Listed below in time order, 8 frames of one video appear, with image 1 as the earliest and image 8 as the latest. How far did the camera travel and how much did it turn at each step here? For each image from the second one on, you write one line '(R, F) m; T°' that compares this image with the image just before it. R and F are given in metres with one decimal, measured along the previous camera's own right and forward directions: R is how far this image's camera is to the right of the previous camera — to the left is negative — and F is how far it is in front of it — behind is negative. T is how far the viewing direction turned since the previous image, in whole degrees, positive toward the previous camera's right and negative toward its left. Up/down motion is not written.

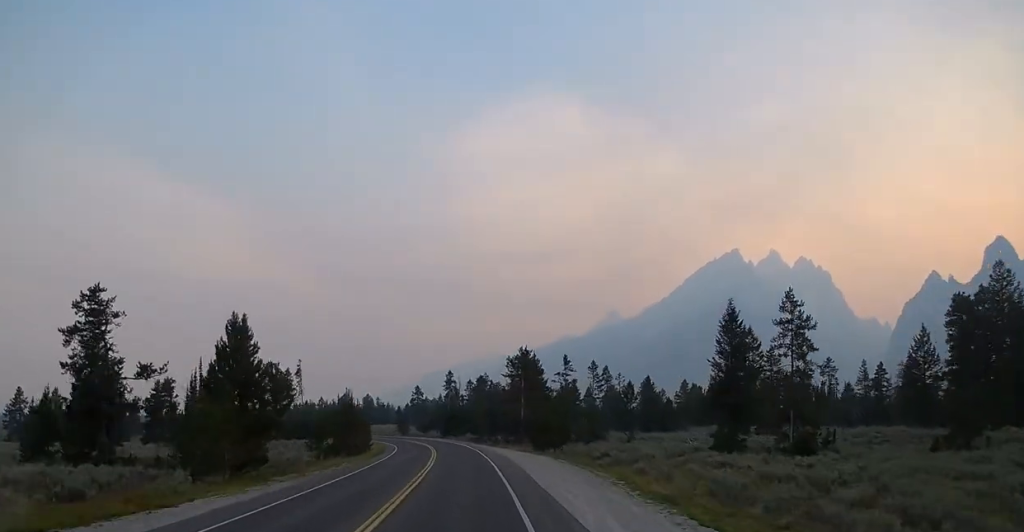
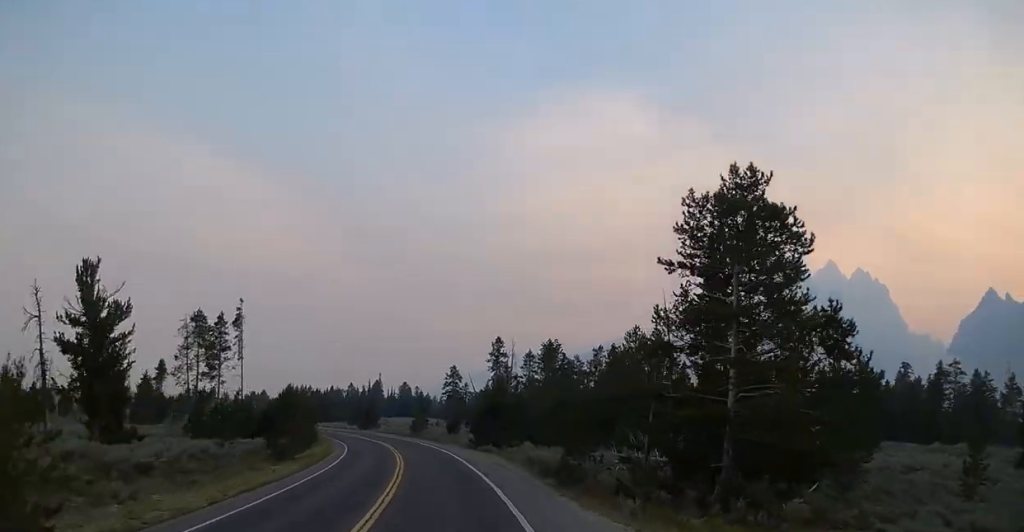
(-1.0, +55.9) m; -3°
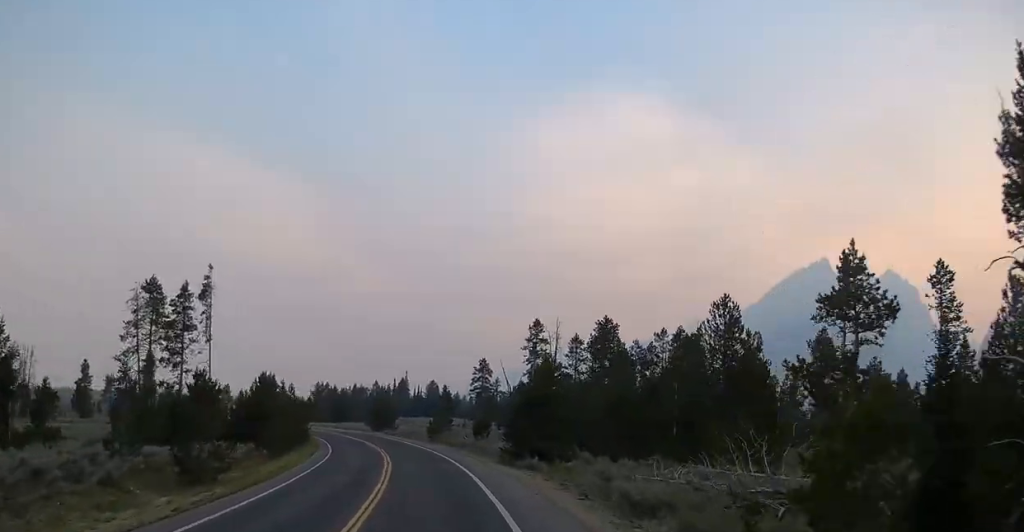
(-0.5, +17.3) m; -3°
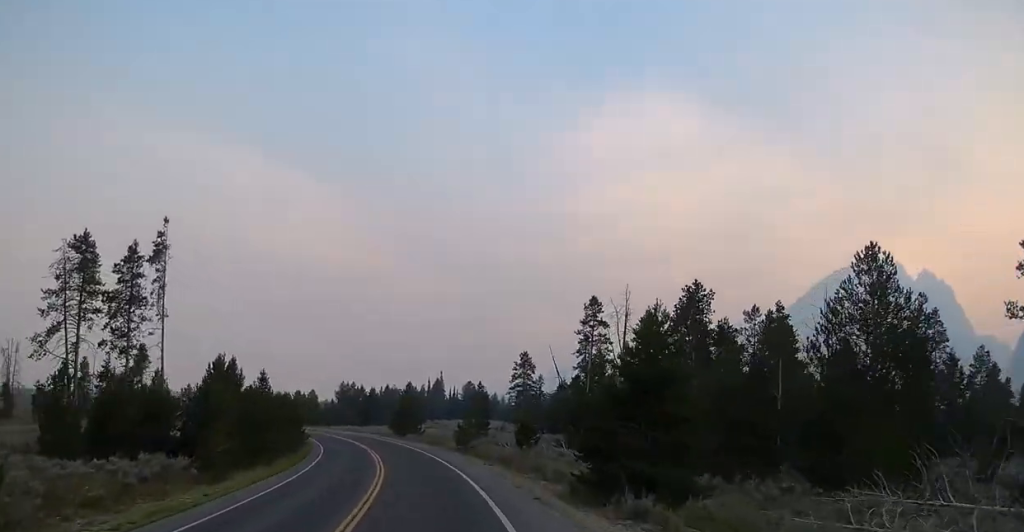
(-0.6, +15.4) m; -4°
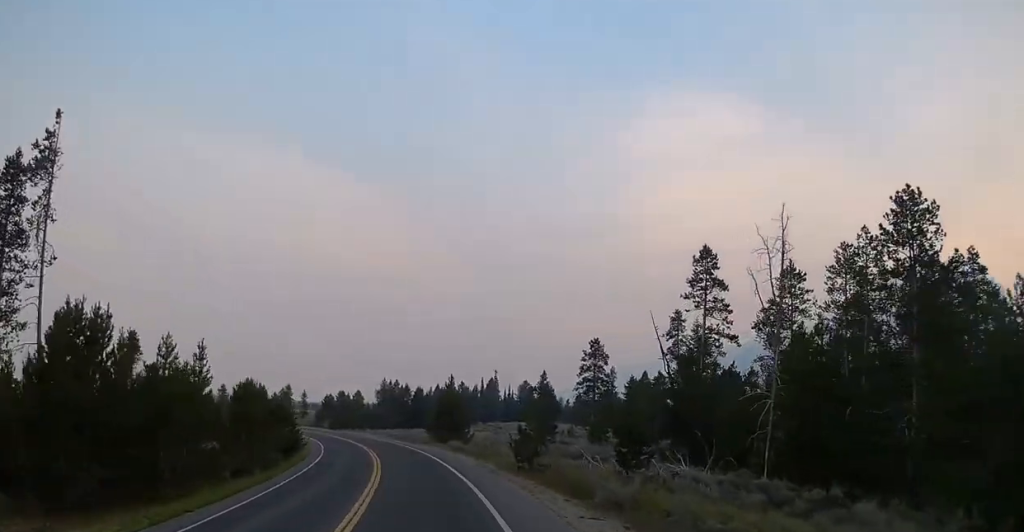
(-0.6, +18.7) m; -5°
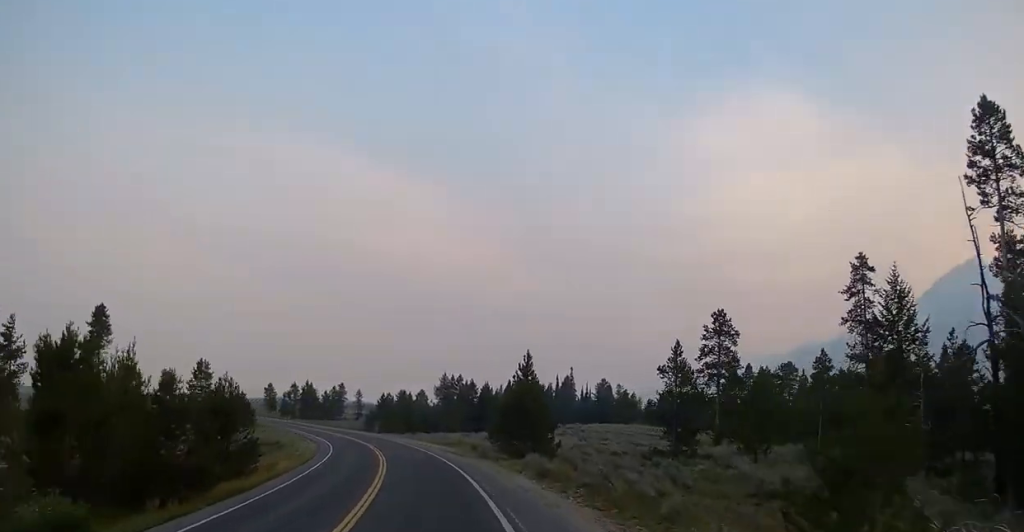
(-1.2, +23.3) m; -5°
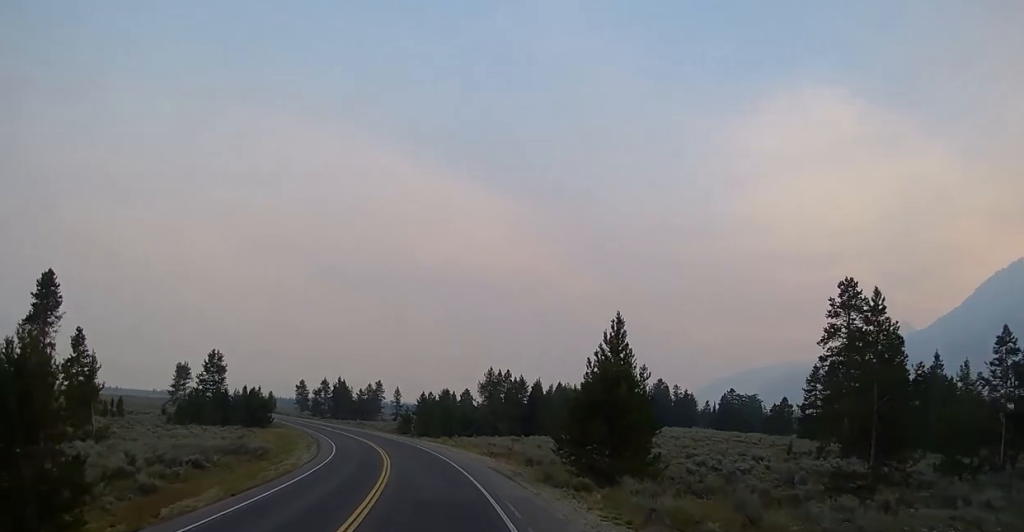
(-0.6, +17.6) m; -3°
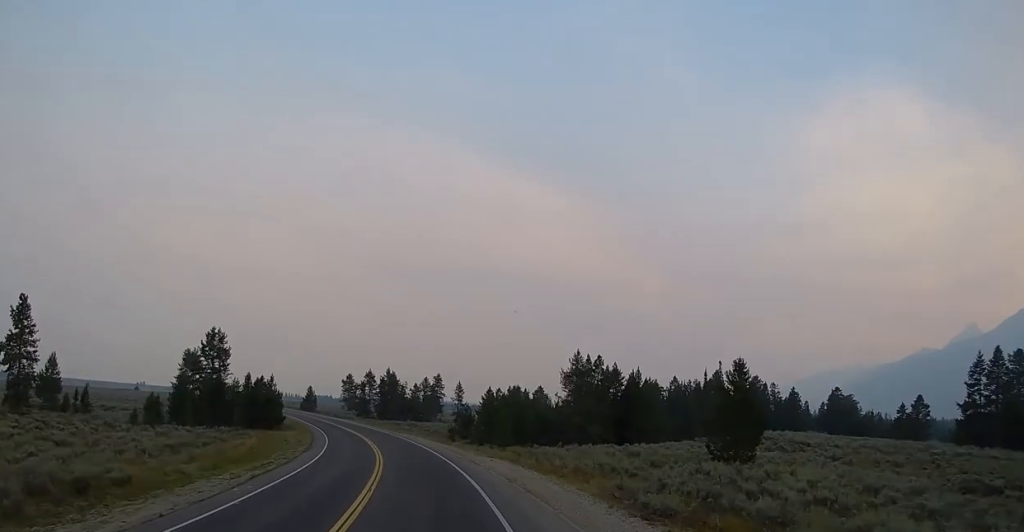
(-0.9, +28.9) m; -6°
